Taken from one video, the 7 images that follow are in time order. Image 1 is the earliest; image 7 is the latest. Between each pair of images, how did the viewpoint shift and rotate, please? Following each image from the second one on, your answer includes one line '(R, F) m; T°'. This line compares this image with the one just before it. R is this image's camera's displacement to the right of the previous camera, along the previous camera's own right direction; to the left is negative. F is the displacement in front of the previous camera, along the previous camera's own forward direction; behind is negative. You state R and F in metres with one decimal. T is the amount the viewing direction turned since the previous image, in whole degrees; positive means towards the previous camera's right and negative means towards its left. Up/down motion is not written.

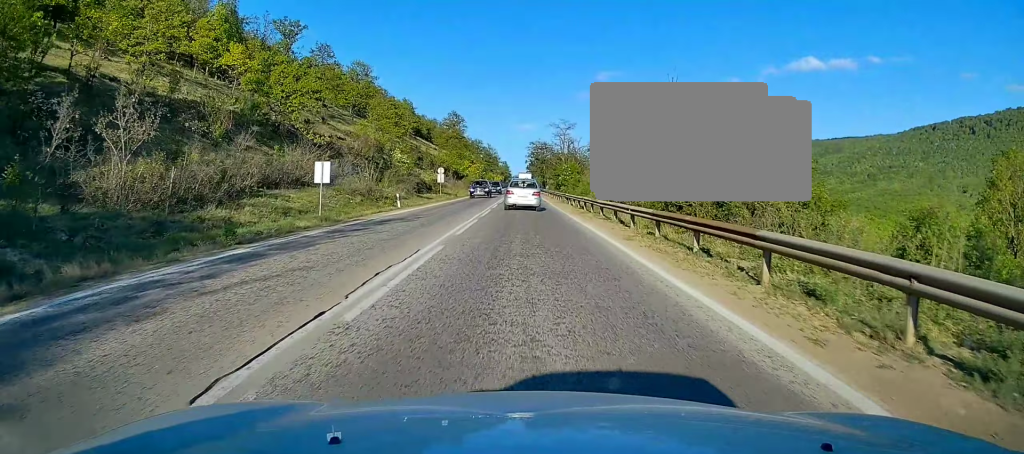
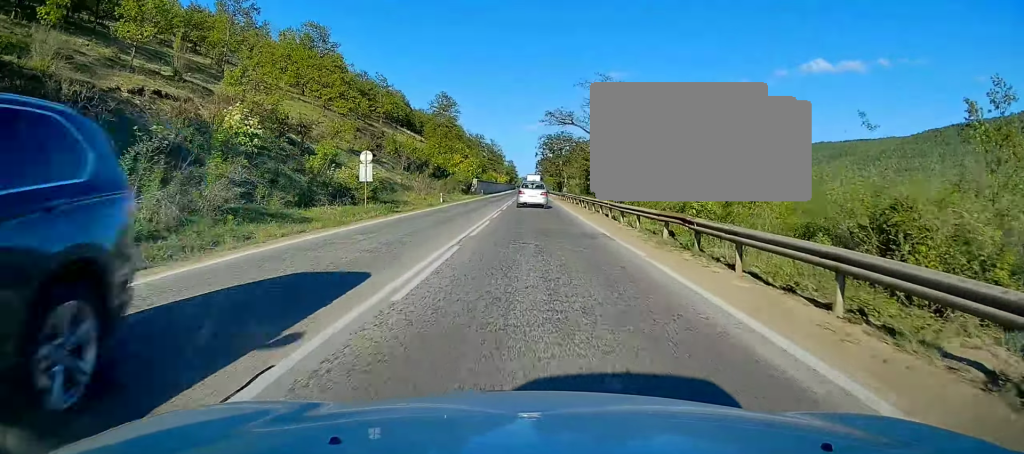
(+0.1, +35.6) m; +1°
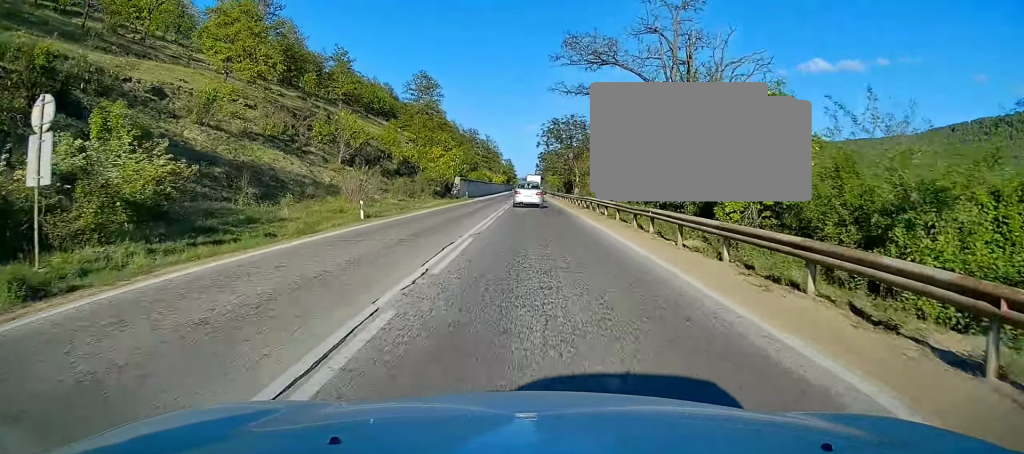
(-0.4, +24.2) m; -1°
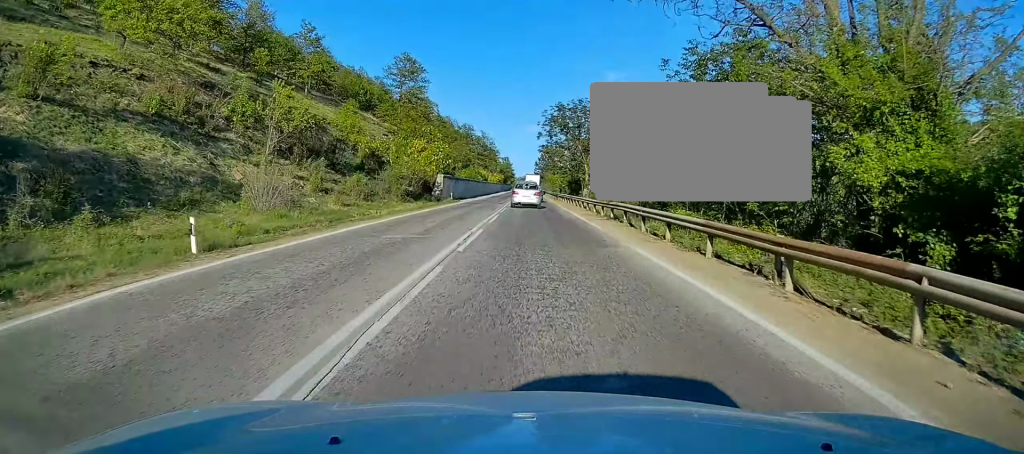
(-0.1, +13.7) m; 0°
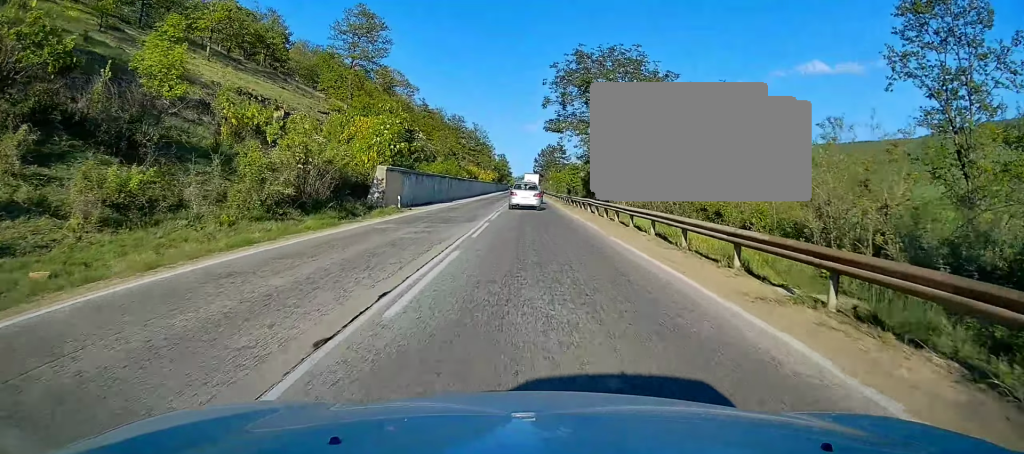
(+0.4, +24.4) m; +1°
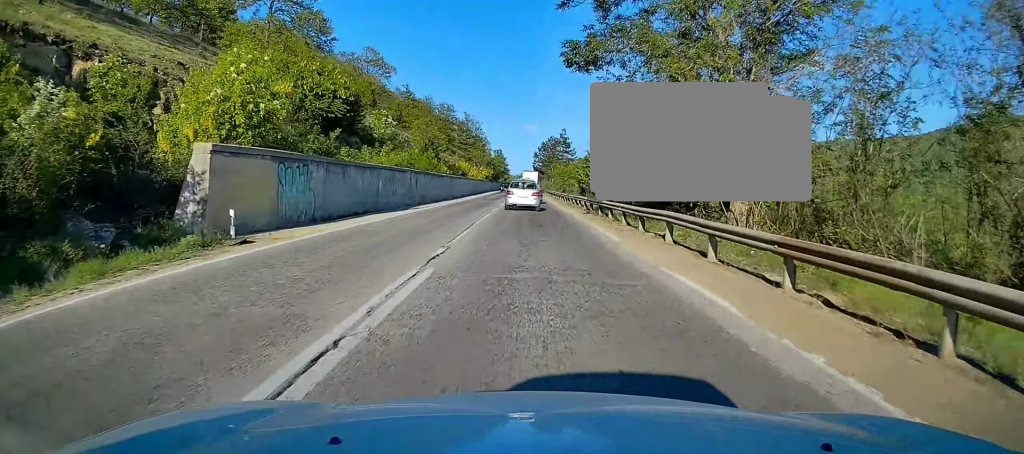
(0.0, +21.2) m; 0°
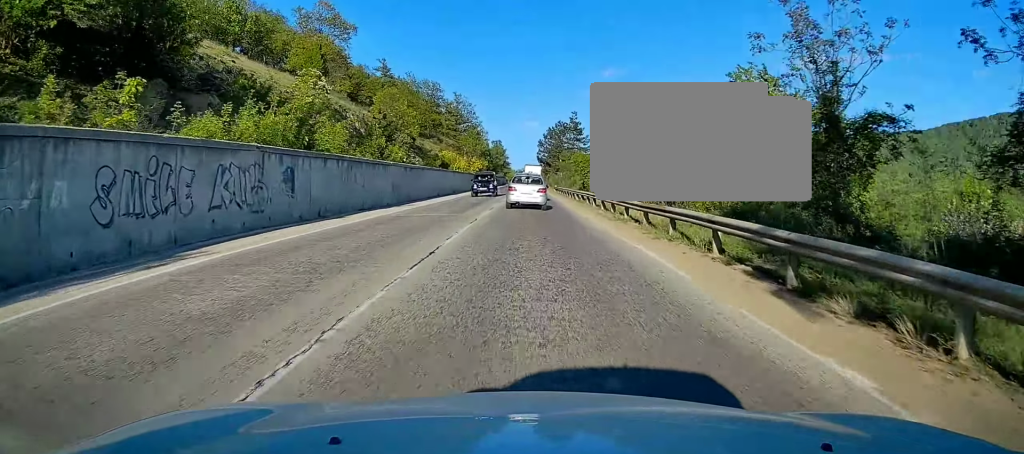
(0.0, +26.8) m; 0°
